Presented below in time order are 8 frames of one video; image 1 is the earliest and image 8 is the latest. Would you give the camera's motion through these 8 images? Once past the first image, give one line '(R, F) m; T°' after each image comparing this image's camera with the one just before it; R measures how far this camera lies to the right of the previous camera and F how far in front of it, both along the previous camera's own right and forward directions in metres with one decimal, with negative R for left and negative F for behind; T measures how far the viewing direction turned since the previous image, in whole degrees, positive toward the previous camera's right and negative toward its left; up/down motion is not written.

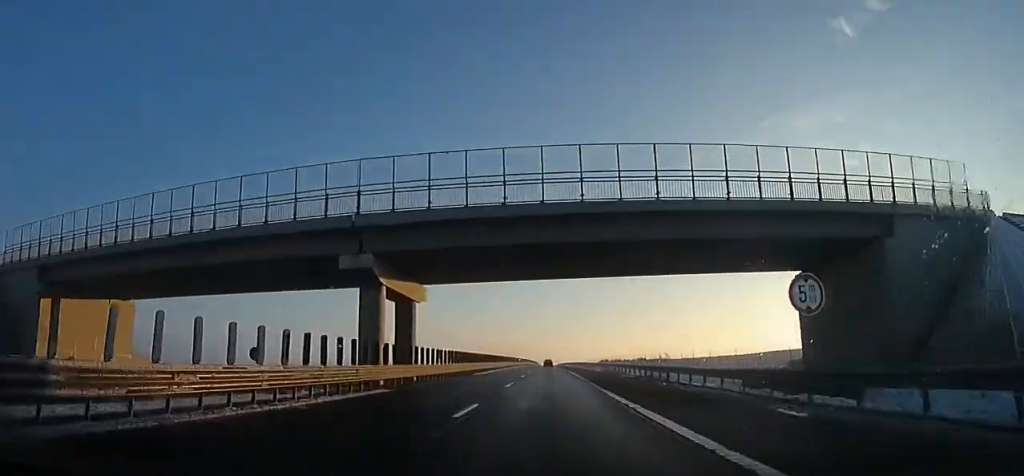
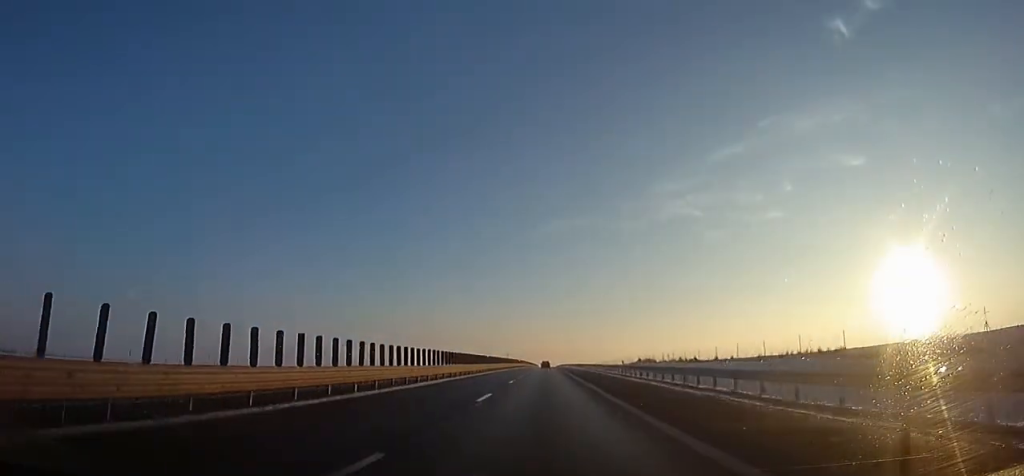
(0.0, +55.8) m; 0°
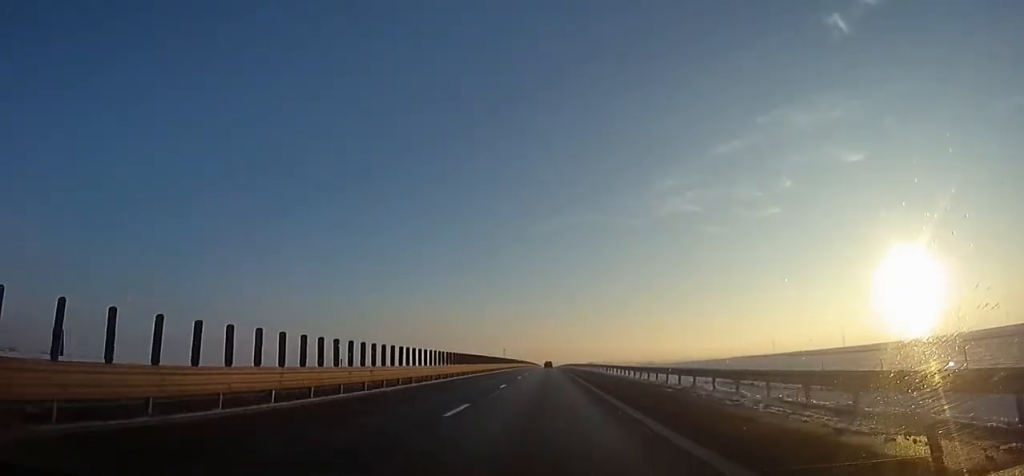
(0.0, +125.4) m; 0°
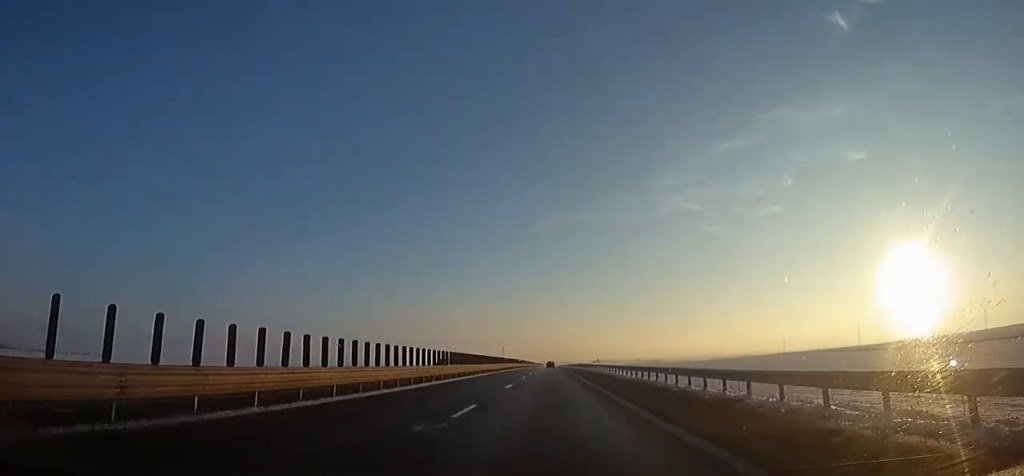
(+0.1, +48.3) m; -1°
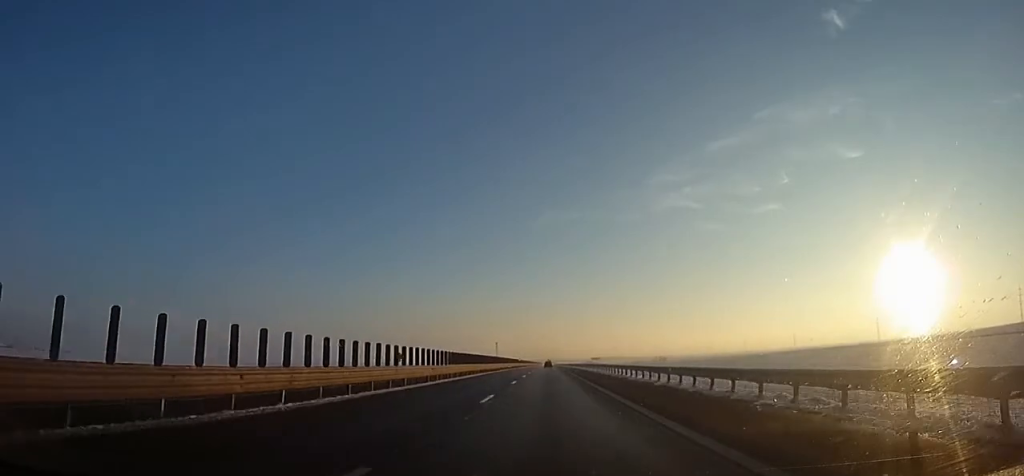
(-1.0, +68.4) m; 0°
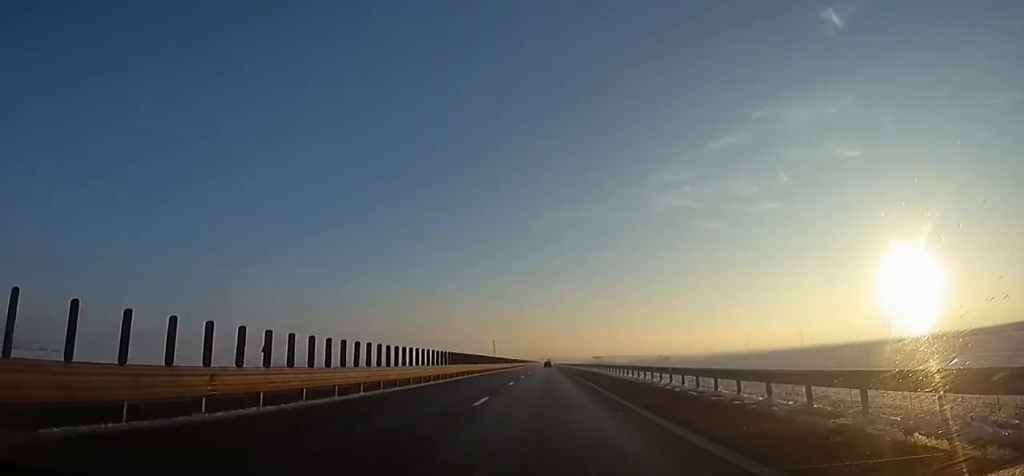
(+0.4, +37.0) m; 0°
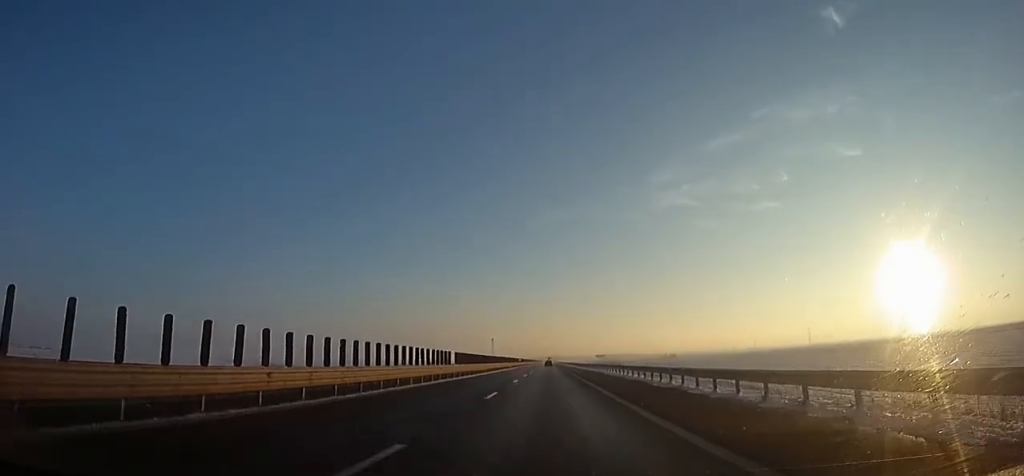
(+0.2, +33.8) m; +1°
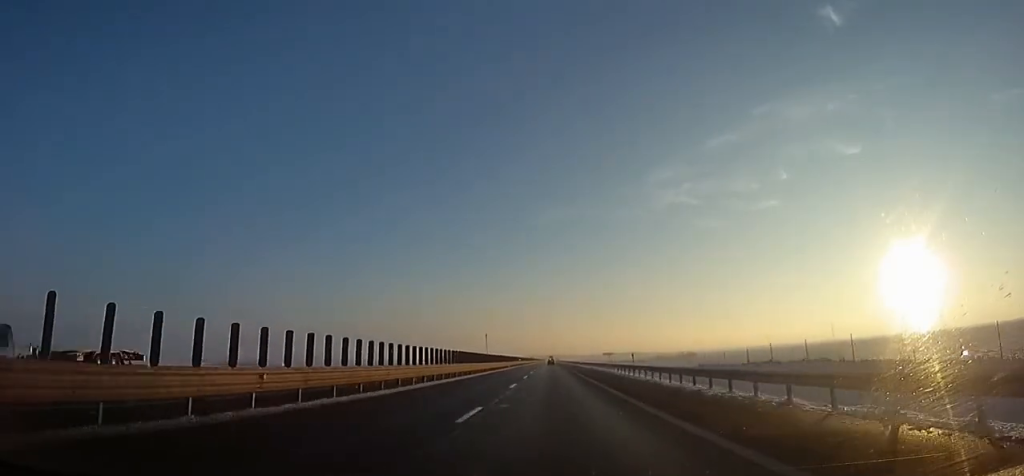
(+0.3, +90.8) m; 0°
